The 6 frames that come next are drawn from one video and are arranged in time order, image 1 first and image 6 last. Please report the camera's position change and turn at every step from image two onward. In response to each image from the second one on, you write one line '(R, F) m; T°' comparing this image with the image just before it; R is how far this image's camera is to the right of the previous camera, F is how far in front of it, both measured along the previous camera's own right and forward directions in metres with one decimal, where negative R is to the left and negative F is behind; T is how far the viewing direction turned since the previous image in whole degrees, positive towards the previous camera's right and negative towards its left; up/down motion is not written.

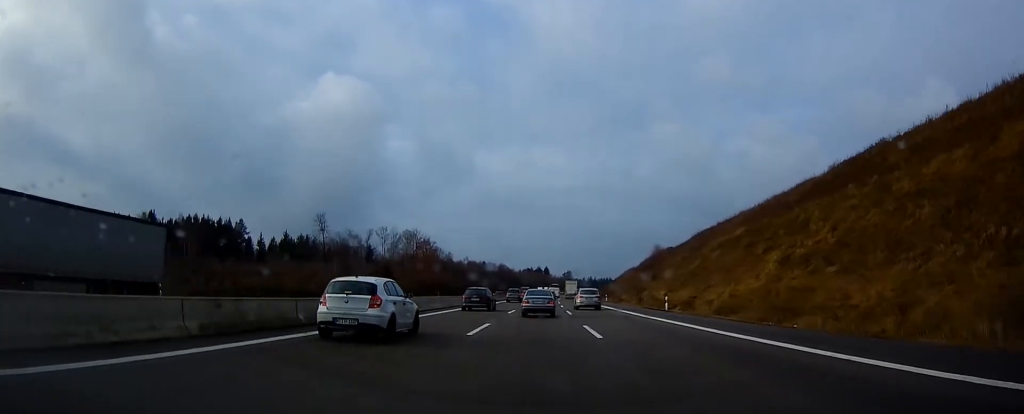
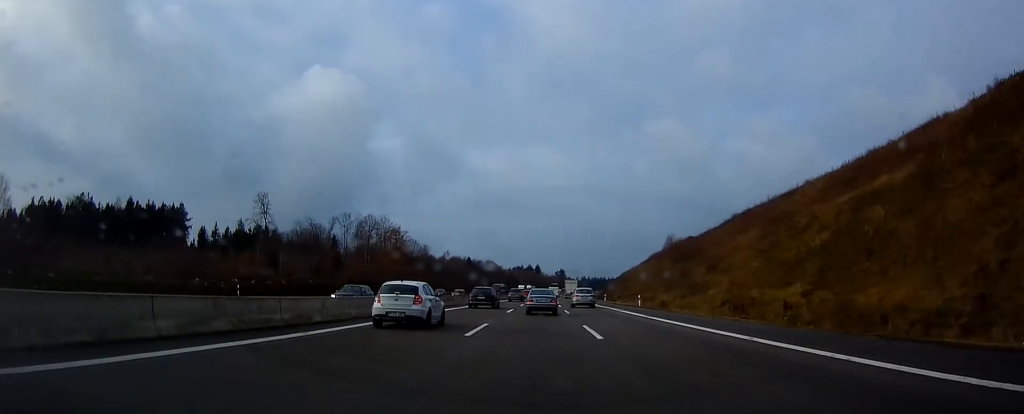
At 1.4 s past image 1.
(-0.1, +37.1) m; 0°
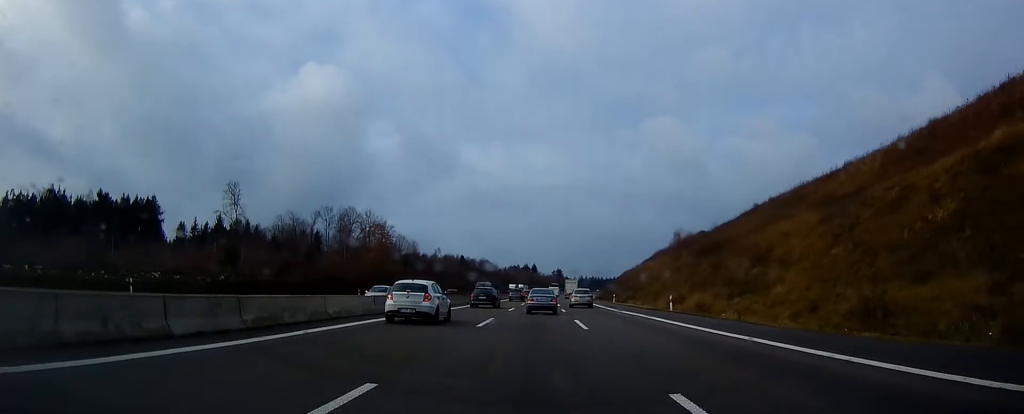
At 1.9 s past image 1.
(0.0, +14.3) m; 0°
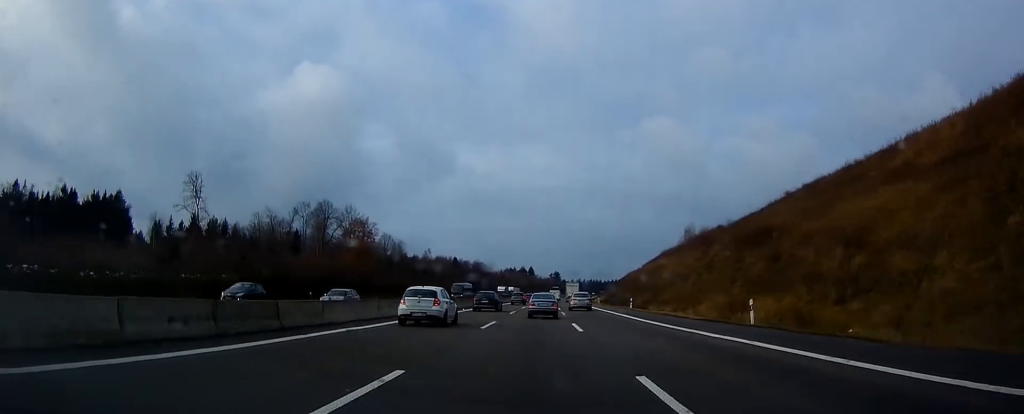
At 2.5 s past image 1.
(0.0, +16.5) m; +1°
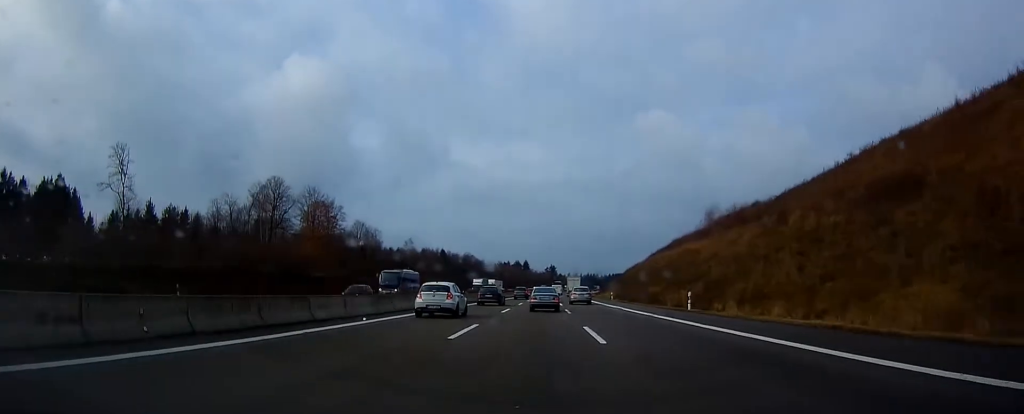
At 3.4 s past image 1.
(+0.3, +25.6) m; +1°
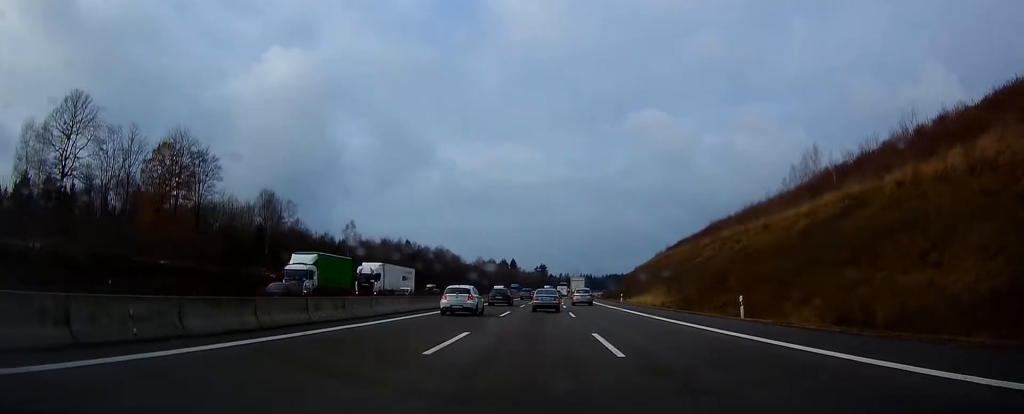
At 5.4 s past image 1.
(+0.2, +56.7) m; 0°
